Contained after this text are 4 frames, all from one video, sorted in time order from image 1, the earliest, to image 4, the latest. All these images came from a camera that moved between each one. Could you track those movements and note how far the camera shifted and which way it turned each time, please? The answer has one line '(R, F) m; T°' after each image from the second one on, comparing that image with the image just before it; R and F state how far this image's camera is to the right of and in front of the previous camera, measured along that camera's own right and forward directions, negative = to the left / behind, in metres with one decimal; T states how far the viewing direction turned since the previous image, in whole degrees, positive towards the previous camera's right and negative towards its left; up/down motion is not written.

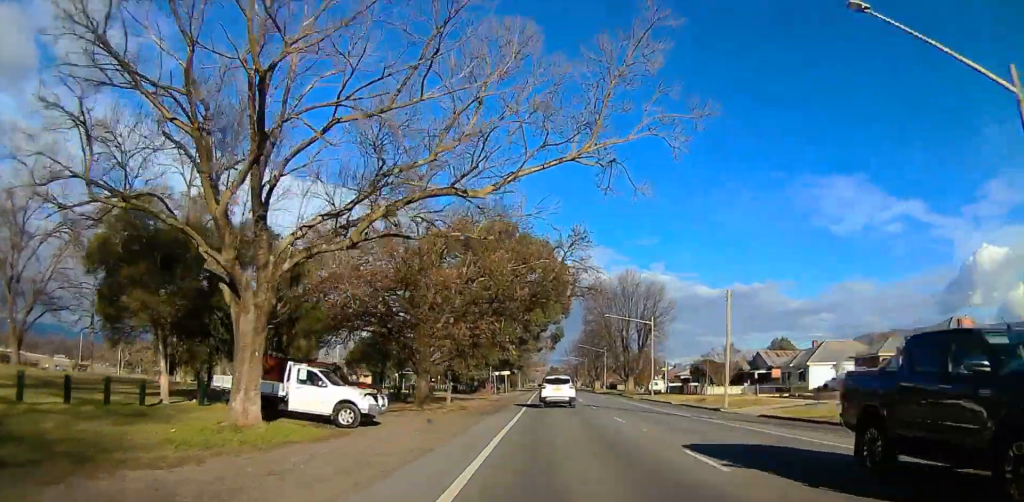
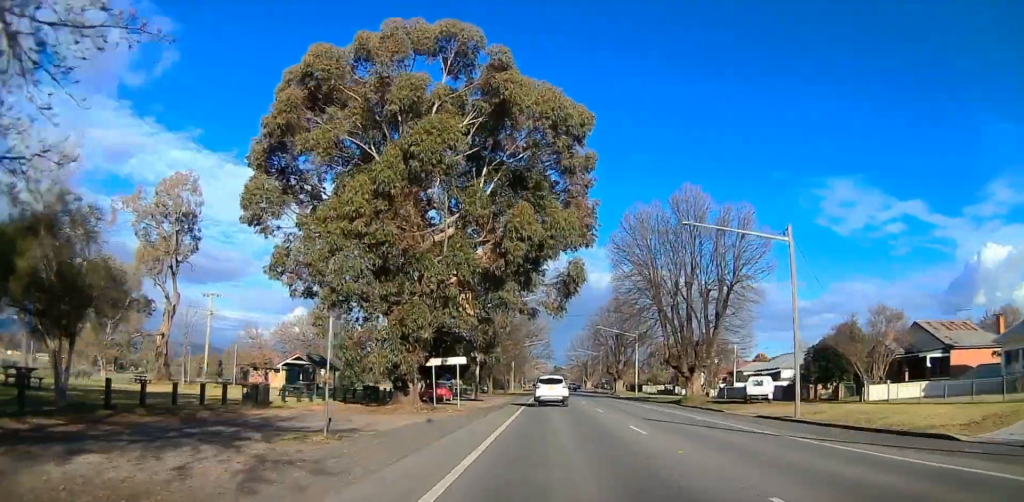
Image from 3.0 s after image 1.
(-0.3, +42.3) m; +1°
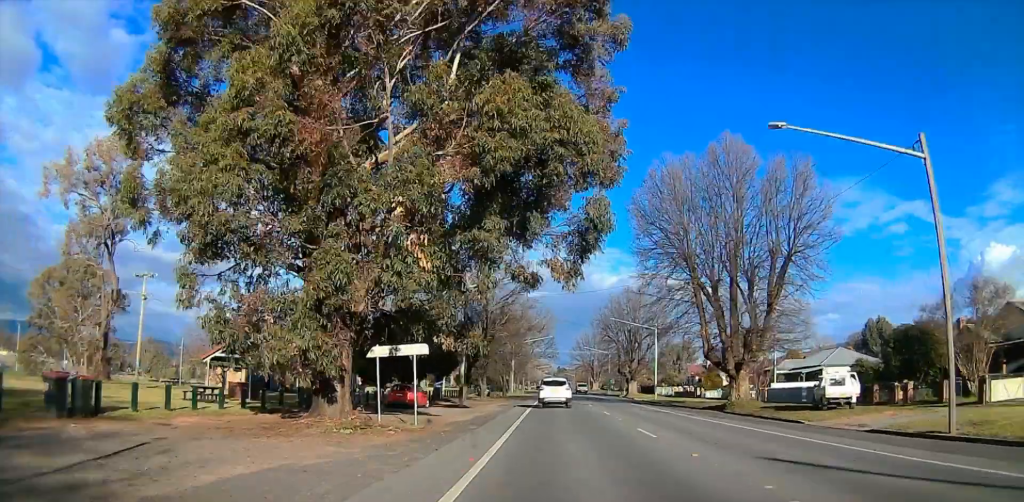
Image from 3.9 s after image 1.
(0.0, +12.1) m; 0°
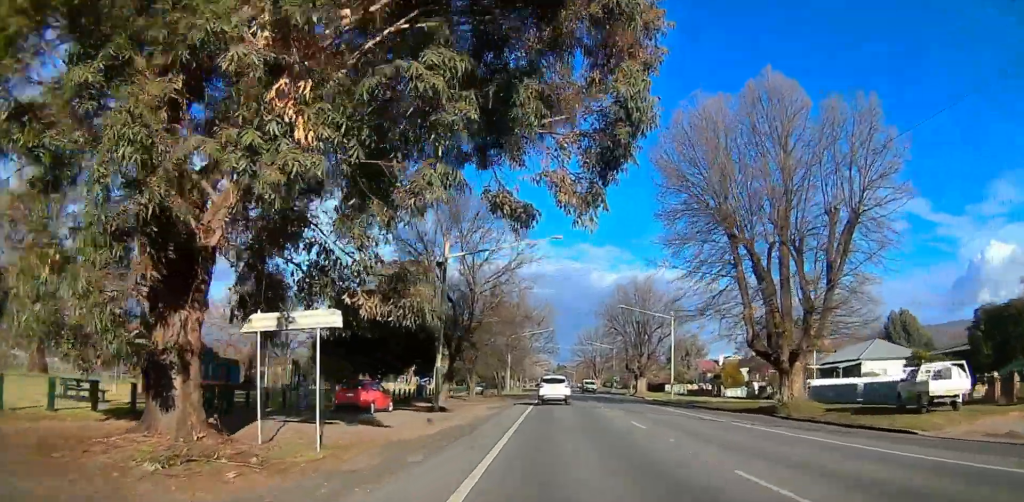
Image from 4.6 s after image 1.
(0.0, +9.9) m; 0°
